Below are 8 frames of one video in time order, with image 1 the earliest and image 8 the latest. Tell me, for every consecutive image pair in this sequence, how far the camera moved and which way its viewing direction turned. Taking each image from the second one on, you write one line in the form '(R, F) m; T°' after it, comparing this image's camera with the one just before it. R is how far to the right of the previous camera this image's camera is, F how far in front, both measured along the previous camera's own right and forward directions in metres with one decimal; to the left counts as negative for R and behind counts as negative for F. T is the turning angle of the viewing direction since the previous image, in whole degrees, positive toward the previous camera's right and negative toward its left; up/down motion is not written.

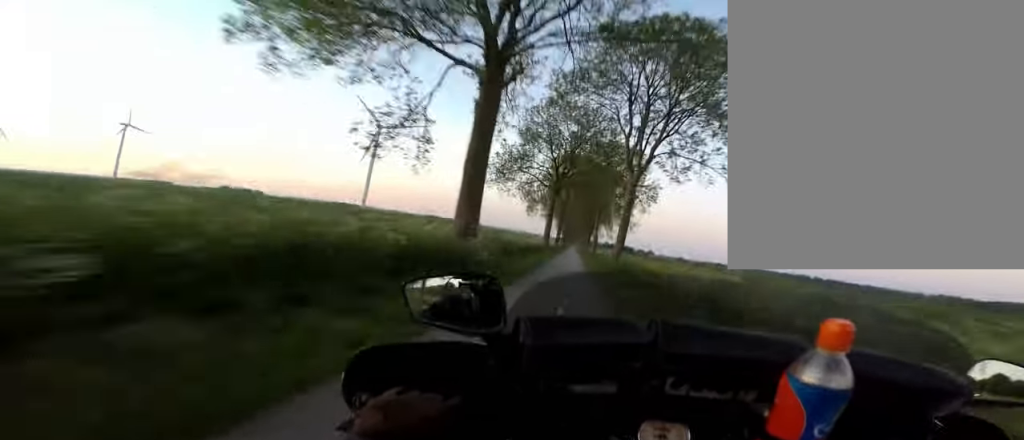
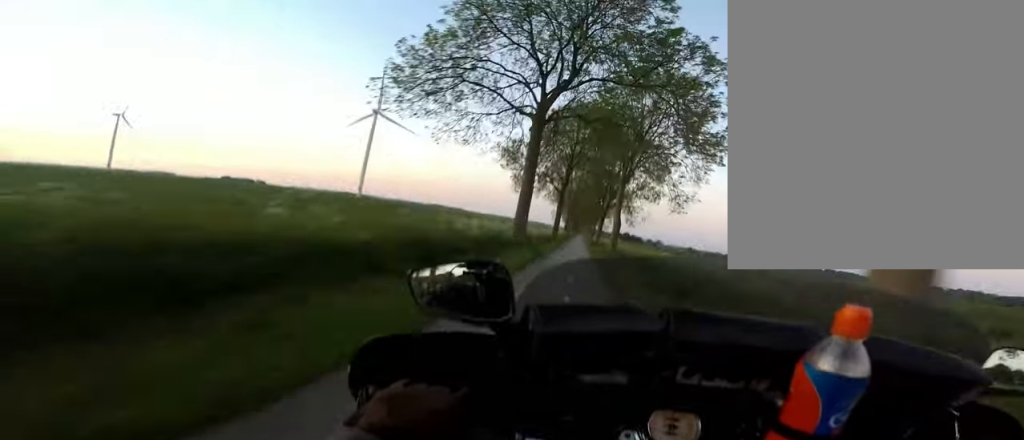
(+0.2, +17.6) m; 0°
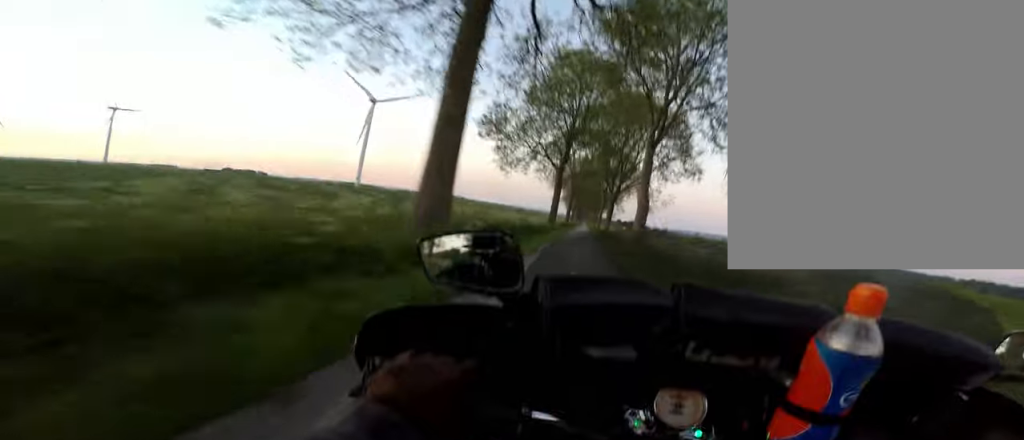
(-0.1, +9.1) m; -1°
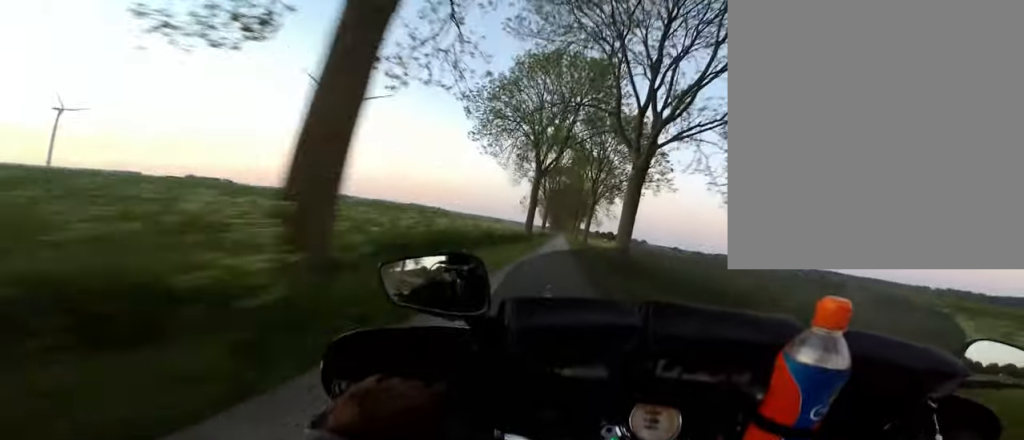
(+0.2, +26.2) m; +1°
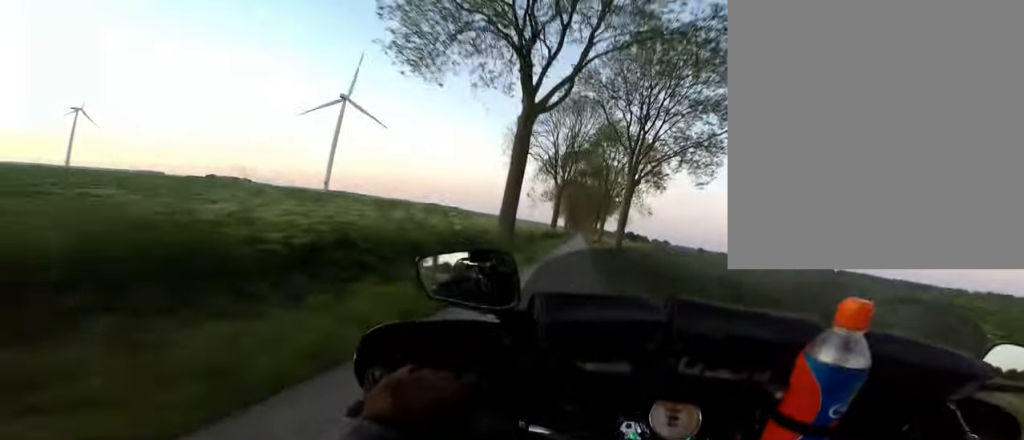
(0.0, +15.0) m; -1°
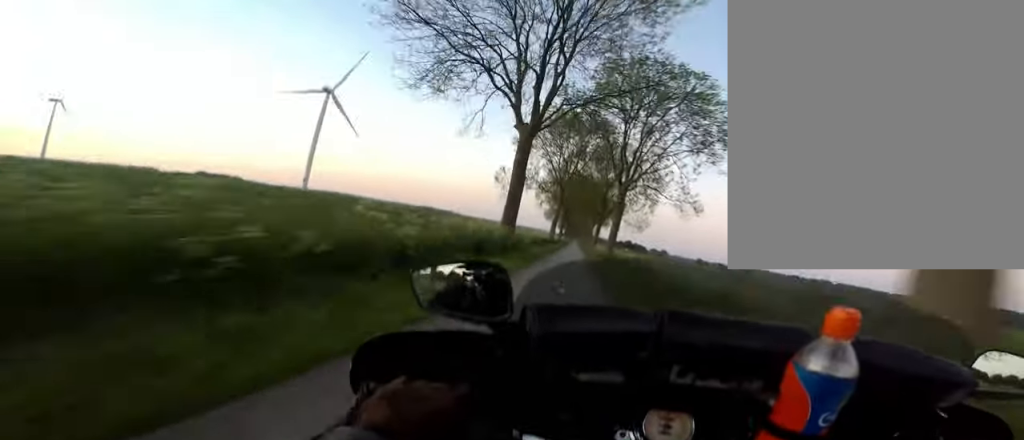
(-0.3, +22.2) m; 0°
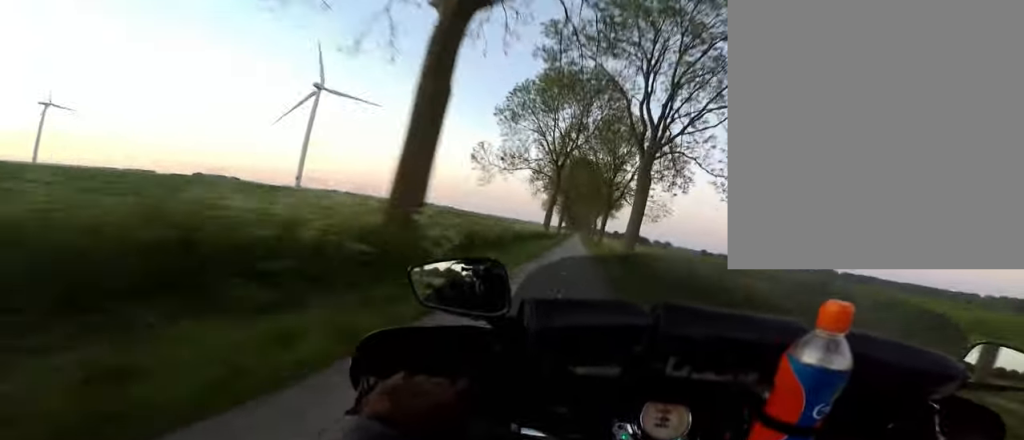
(+0.3, +9.1) m; -2°
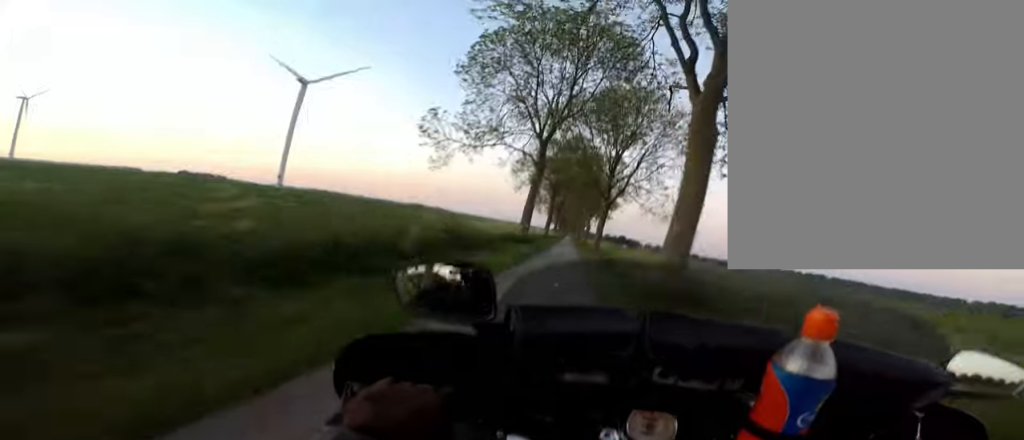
(-0.1, +8.9) m; 0°
